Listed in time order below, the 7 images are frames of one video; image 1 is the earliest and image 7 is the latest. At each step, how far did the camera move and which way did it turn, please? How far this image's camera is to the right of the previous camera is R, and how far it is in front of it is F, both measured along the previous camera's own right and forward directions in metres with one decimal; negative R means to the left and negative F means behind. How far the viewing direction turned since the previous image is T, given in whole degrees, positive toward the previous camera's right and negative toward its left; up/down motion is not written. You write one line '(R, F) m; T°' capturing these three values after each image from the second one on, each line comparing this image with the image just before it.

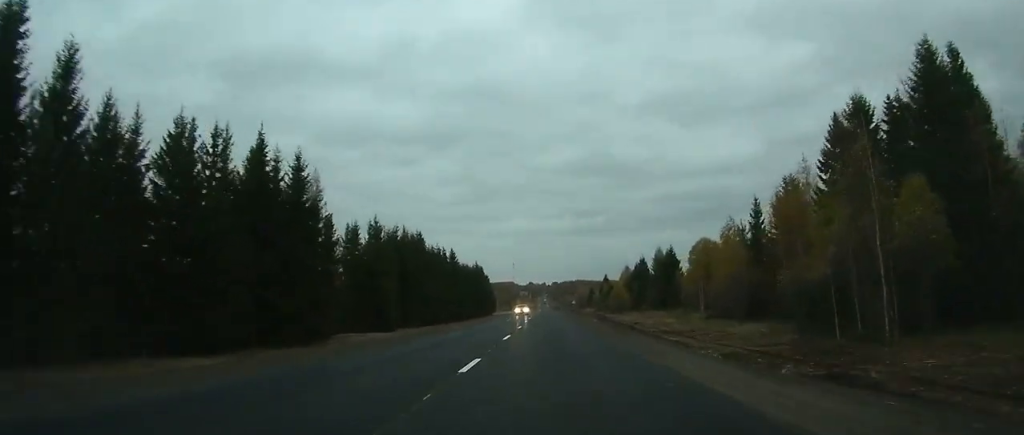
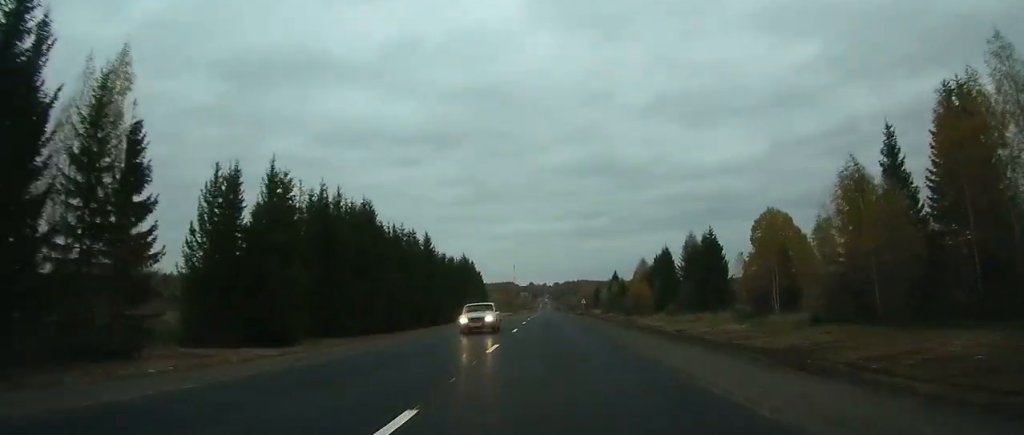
(0.0, +31.3) m; 0°
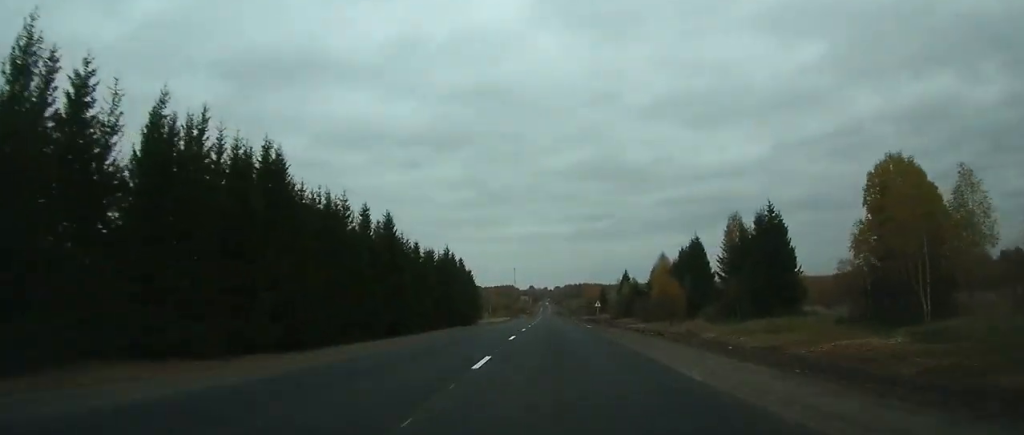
(0.0, +29.2) m; 0°
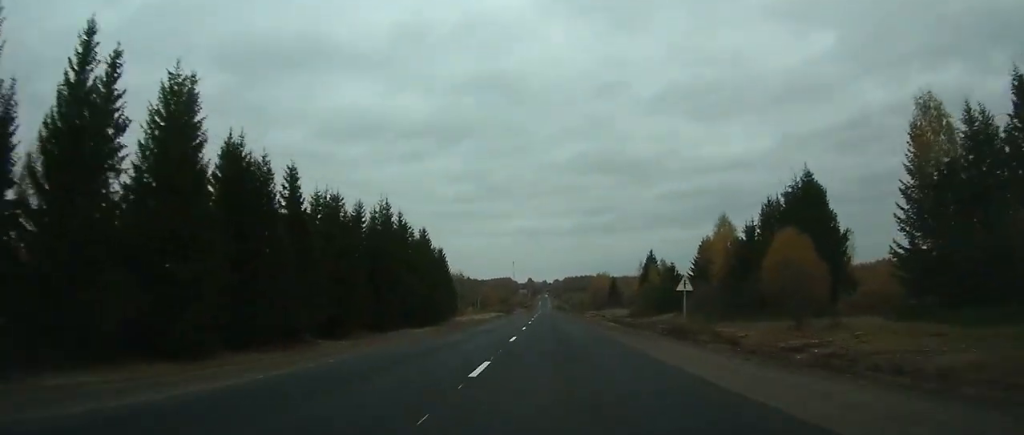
(-0.1, +52.1) m; 0°
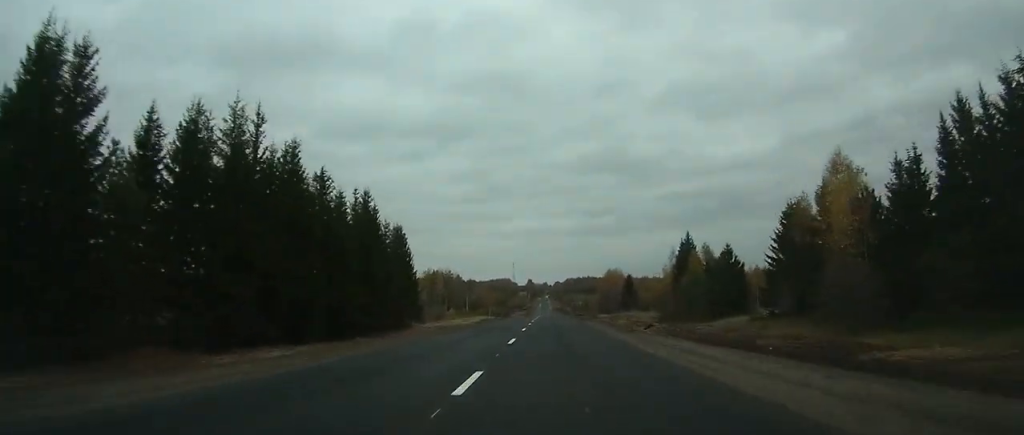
(0.0, +39.7) m; 0°
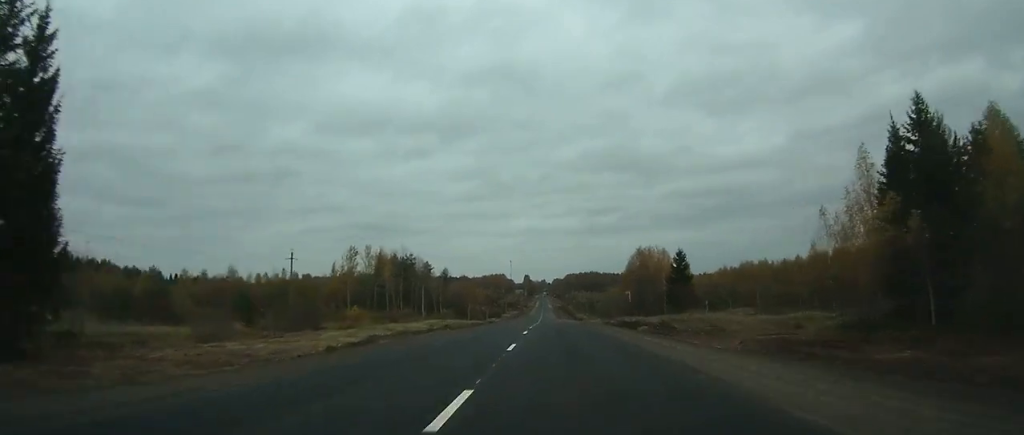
(0.0, +73.6) m; 0°
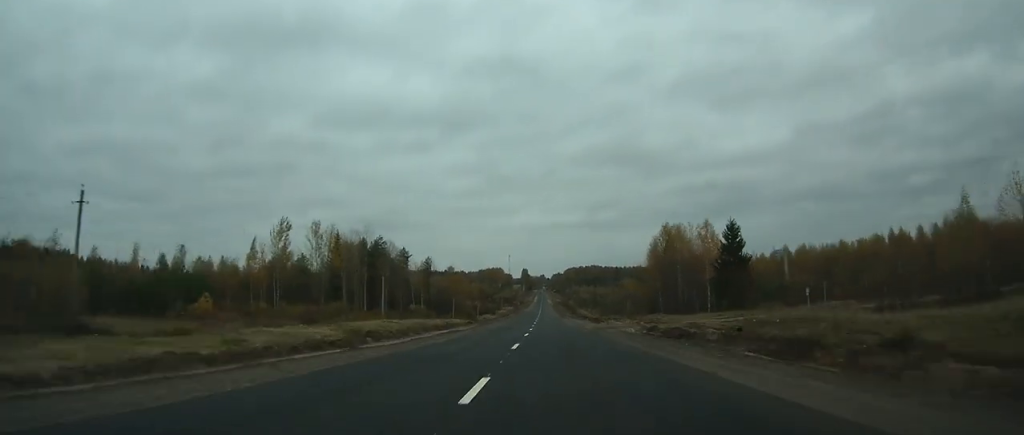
(0.0, +33.0) m; 0°
